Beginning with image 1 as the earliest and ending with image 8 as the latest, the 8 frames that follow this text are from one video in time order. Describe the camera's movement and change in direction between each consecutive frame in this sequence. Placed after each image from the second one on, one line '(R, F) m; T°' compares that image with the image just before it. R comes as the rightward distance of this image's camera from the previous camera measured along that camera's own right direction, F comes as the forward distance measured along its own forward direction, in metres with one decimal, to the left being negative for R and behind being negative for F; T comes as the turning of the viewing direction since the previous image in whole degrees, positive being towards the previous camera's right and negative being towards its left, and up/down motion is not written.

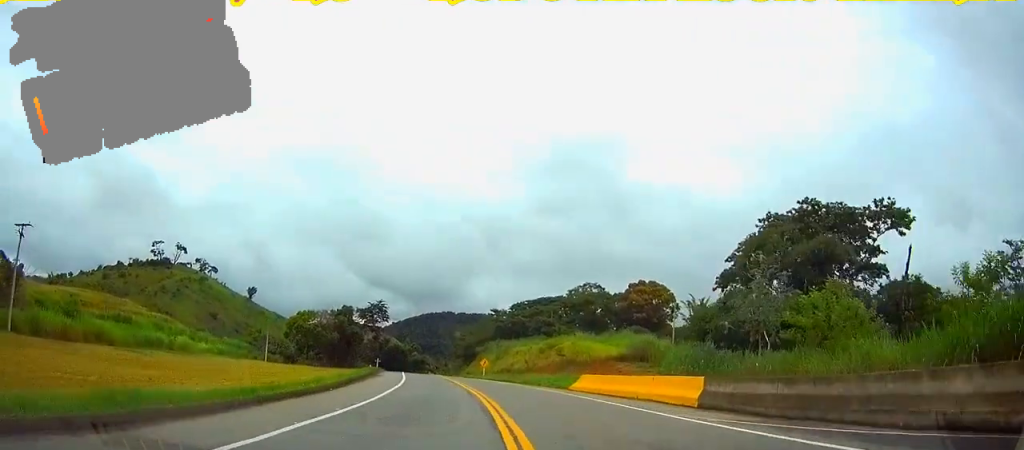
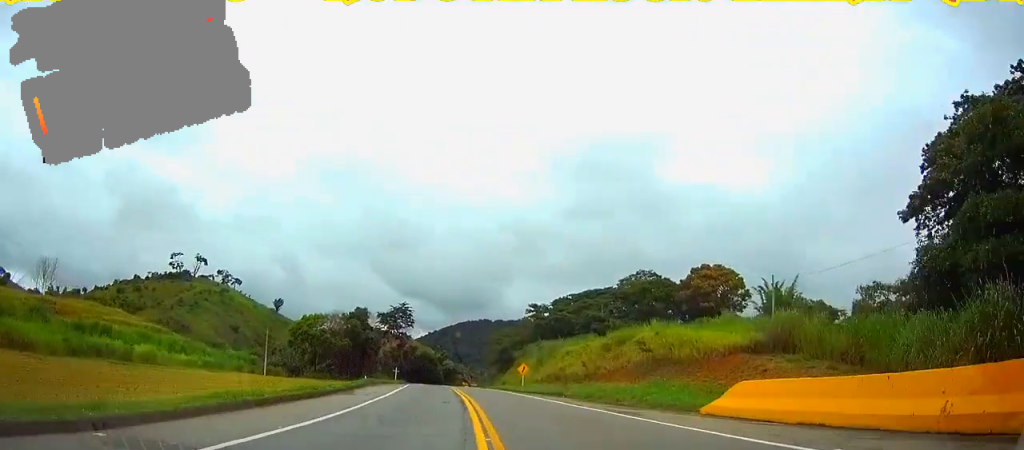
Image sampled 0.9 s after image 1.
(-1.5, +23.6) m; -4°
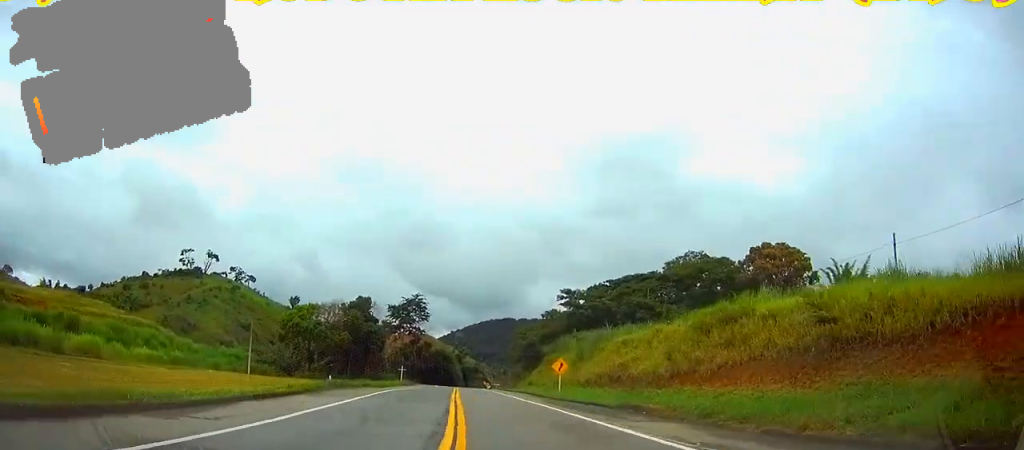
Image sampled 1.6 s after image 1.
(-0.6, +20.0) m; -2°
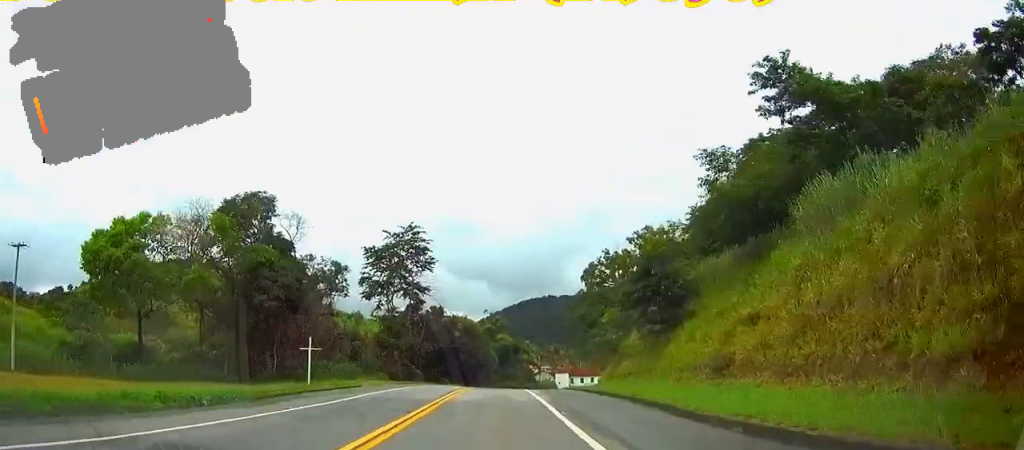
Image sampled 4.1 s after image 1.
(0.0, +68.7) m; 0°
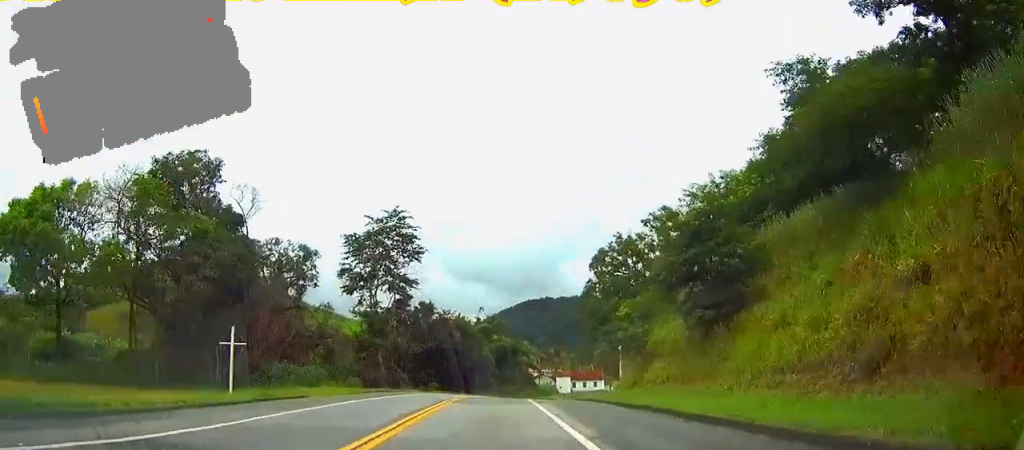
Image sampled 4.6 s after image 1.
(0.0, +11.3) m; 0°
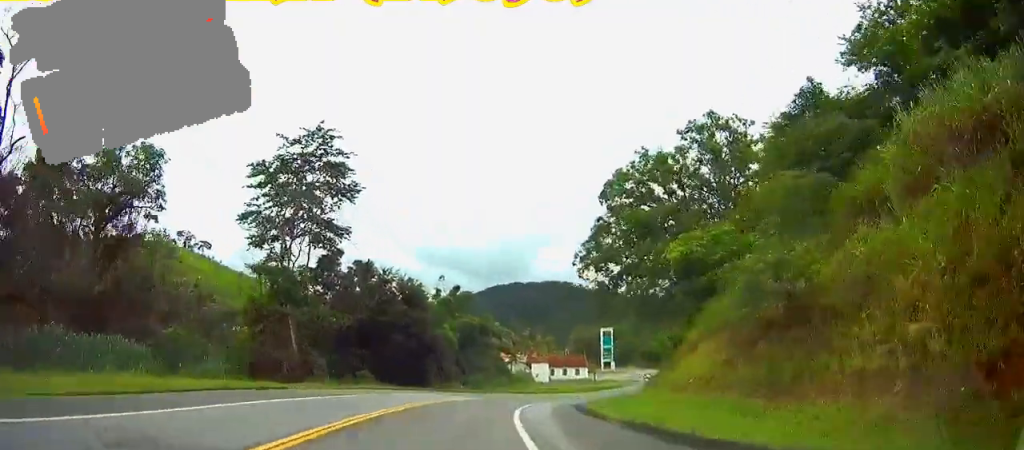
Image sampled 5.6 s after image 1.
(+0.3, +27.0) m; +1°
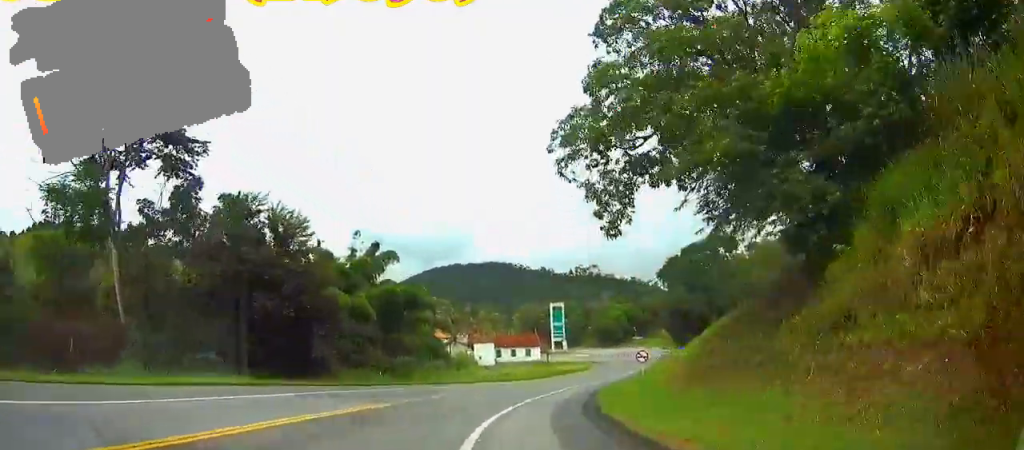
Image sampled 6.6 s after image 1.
(+0.4, +23.5) m; +1°
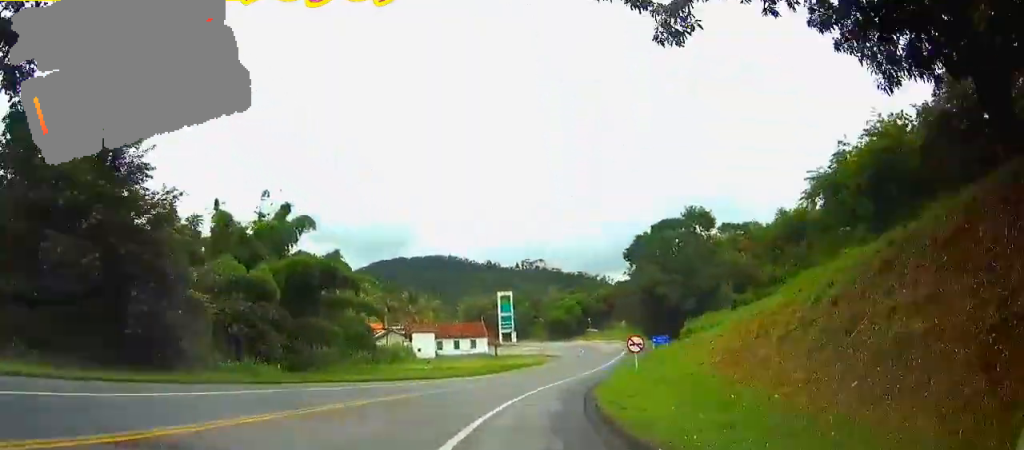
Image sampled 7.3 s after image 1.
(0.0, +15.8) m; 0°
